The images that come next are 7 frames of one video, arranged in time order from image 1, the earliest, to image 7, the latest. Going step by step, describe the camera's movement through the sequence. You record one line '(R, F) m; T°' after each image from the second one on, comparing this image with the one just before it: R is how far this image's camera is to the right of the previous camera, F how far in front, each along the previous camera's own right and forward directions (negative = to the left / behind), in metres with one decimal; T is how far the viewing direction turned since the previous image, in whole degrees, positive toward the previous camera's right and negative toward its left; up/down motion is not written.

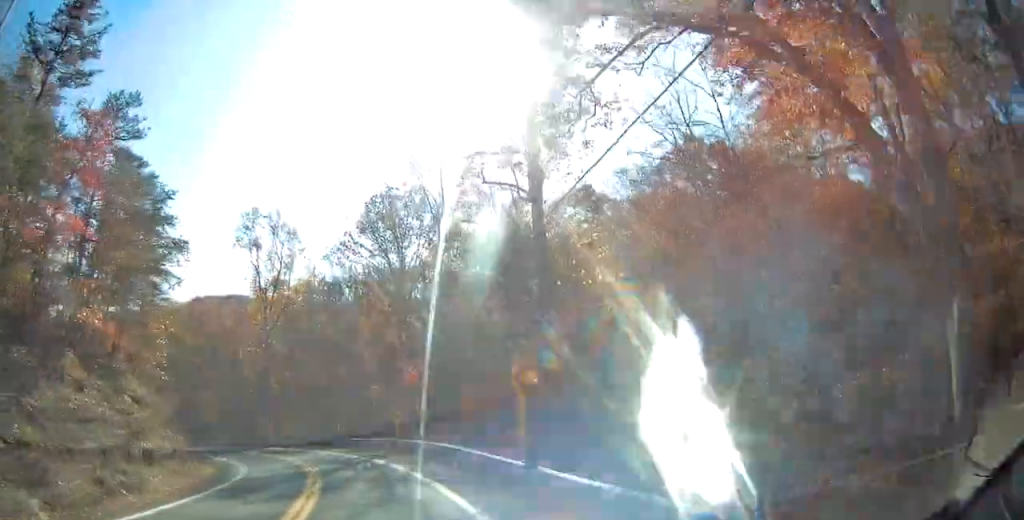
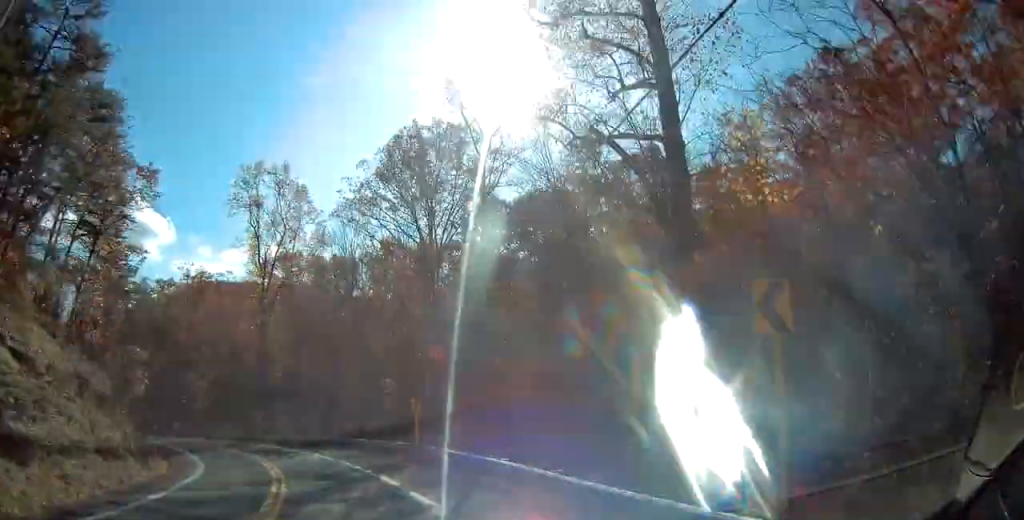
(0.0, +10.4) m; -2°
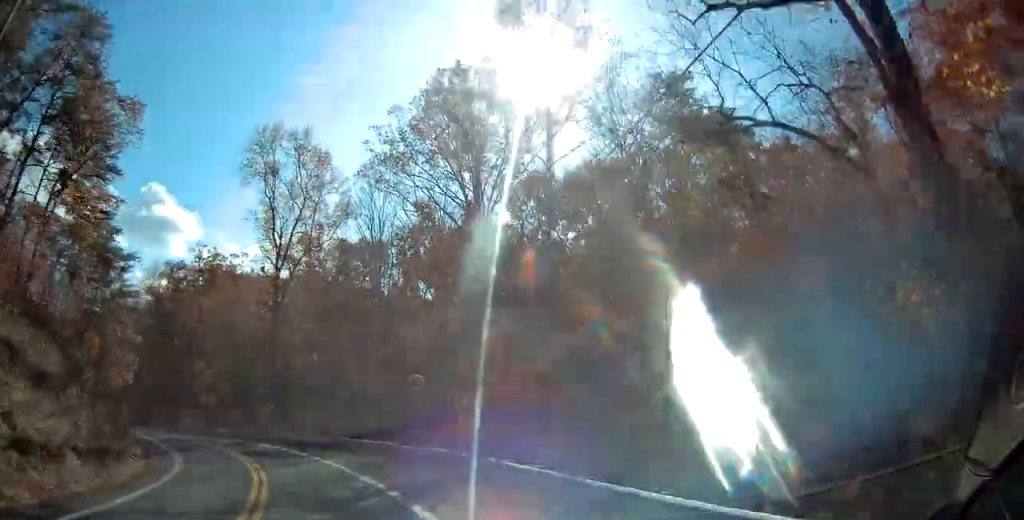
(-0.1, +7.2) m; -3°
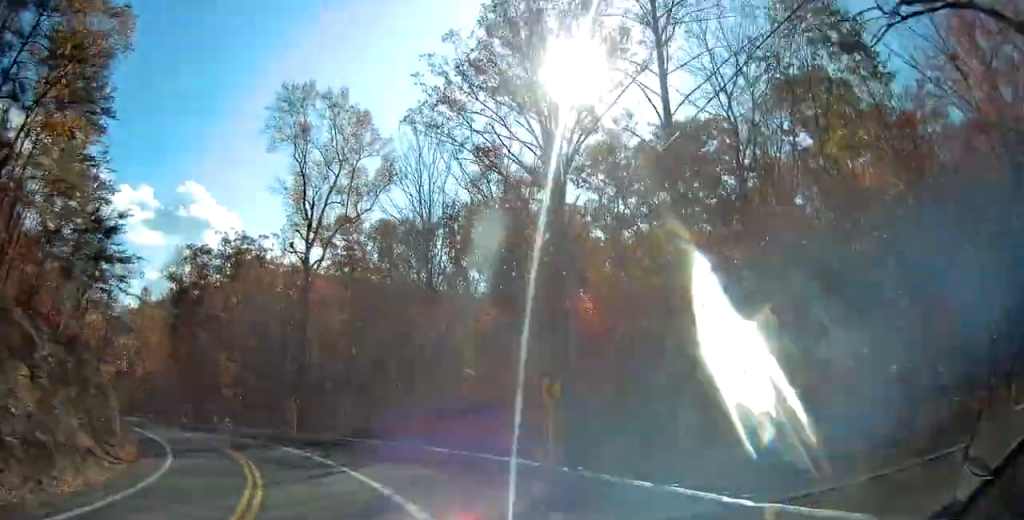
(0.0, +7.1) m; -4°
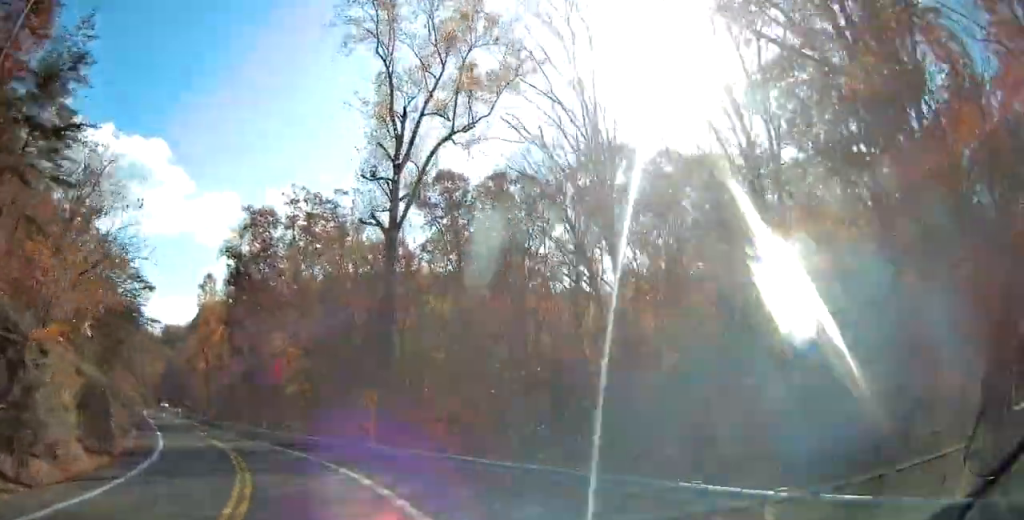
(-1.3, +13.9) m; -10°
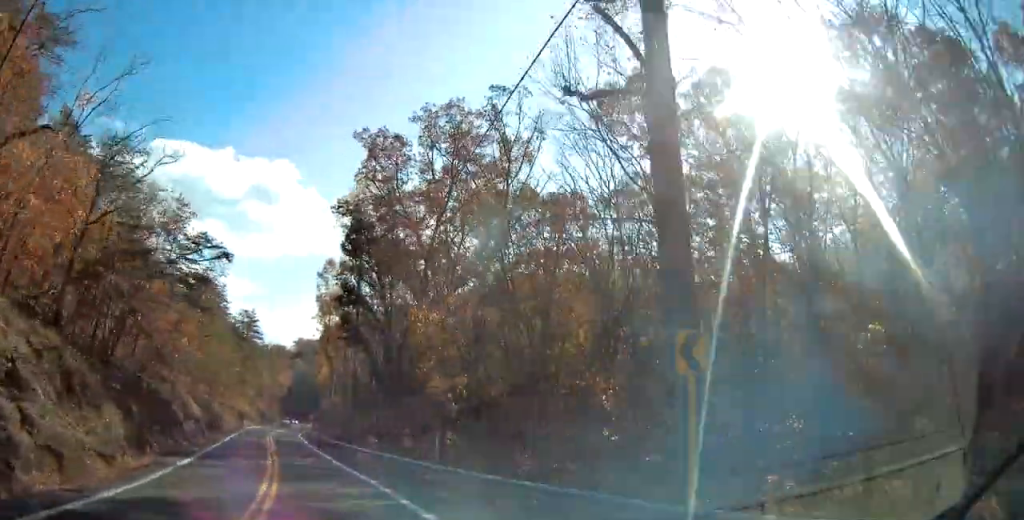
(-1.5, +17.2) m; -12°
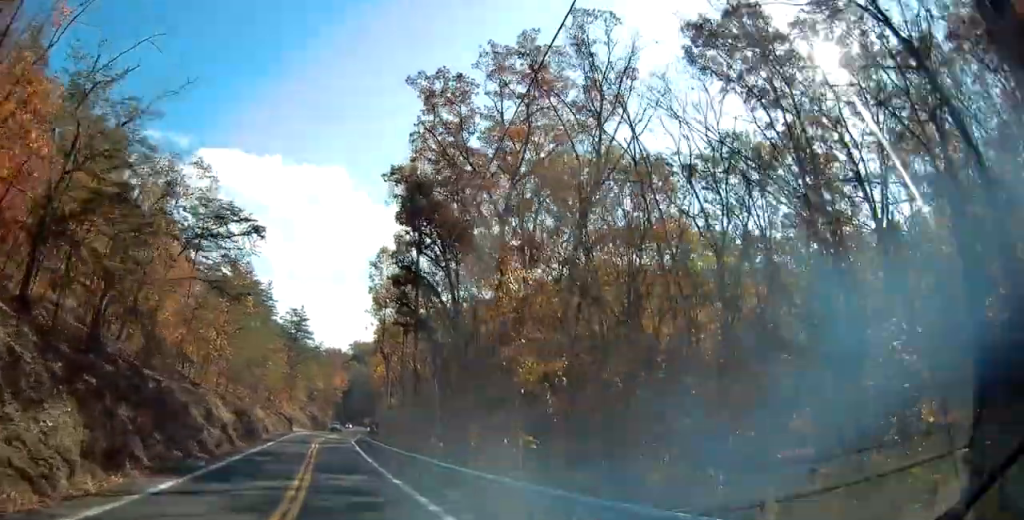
(-0.6, +7.0) m; -9°
